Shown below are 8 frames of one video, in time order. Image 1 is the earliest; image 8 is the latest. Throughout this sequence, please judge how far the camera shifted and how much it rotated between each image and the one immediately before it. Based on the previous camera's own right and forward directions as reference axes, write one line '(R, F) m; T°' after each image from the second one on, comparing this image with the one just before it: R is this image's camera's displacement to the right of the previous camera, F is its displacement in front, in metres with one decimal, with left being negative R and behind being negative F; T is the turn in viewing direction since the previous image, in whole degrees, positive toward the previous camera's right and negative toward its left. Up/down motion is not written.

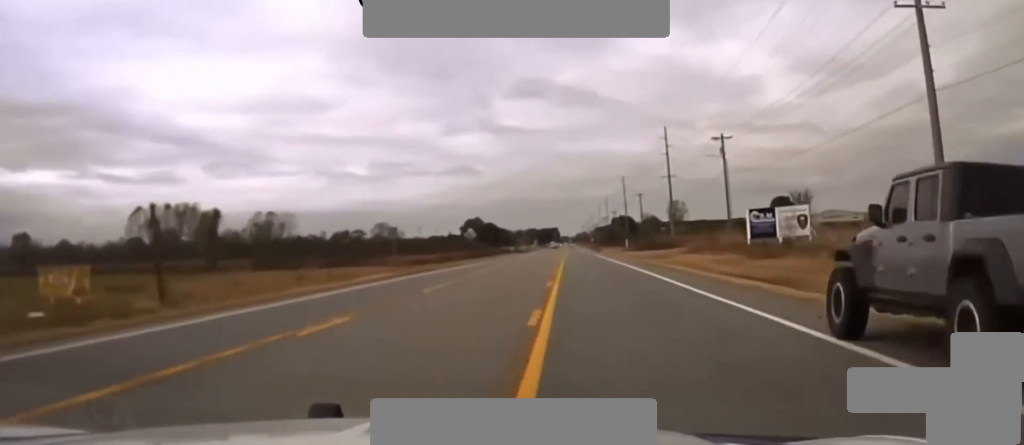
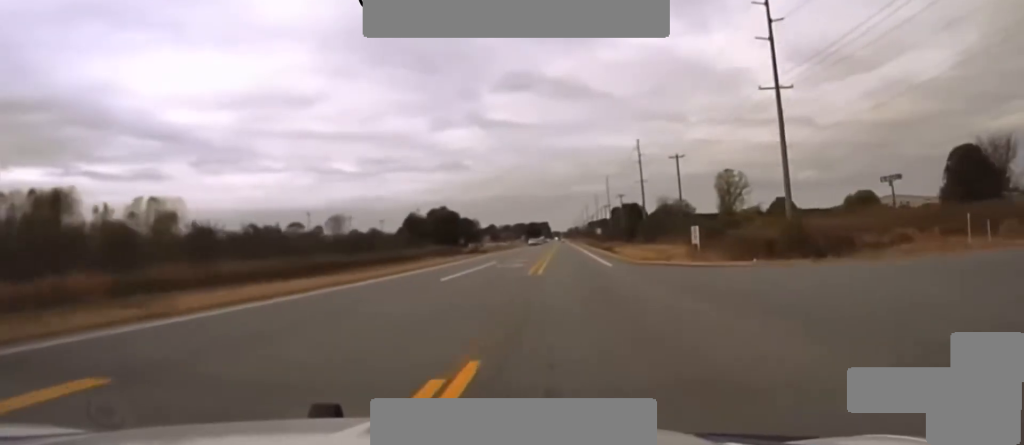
(+0.1, +85.9) m; +1°
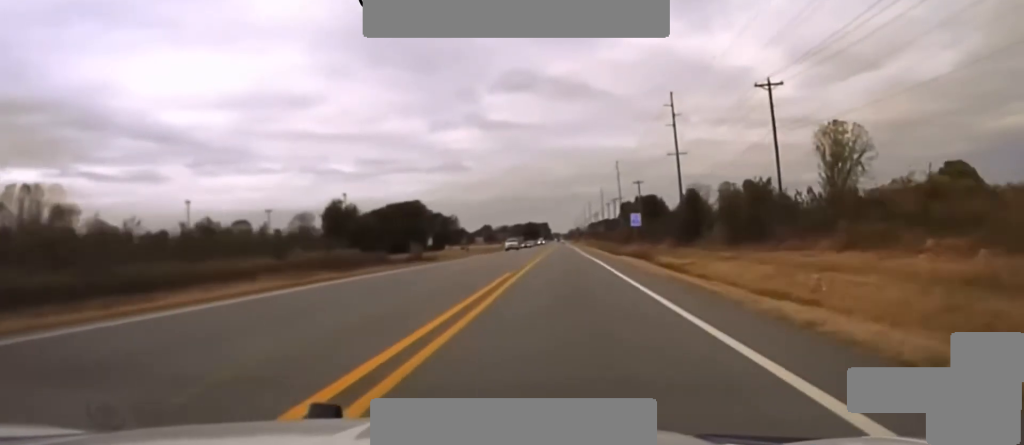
(+0.3, +65.2) m; 0°
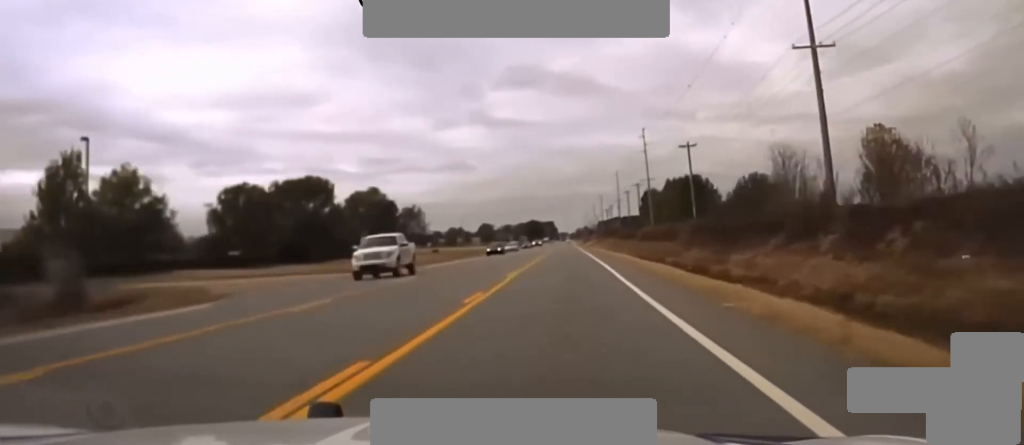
(-0.3, +72.9) m; 0°
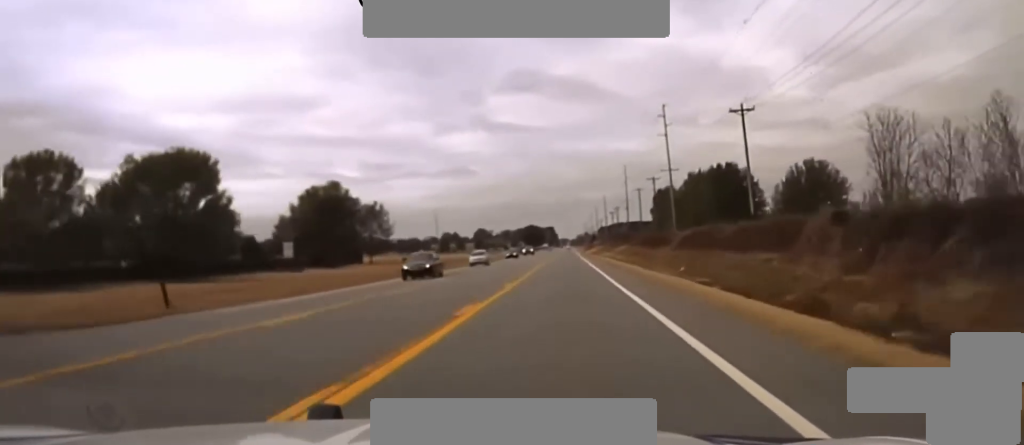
(-0.1, +40.4) m; 0°
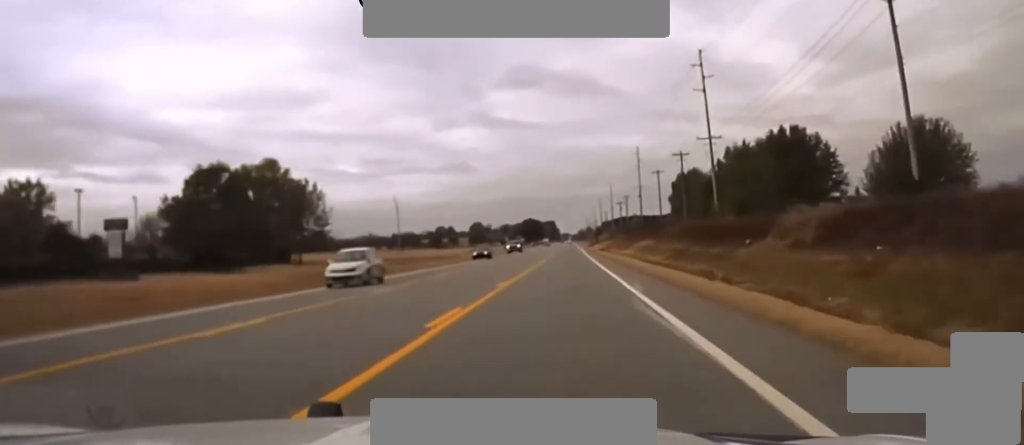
(0.0, +41.2) m; 0°
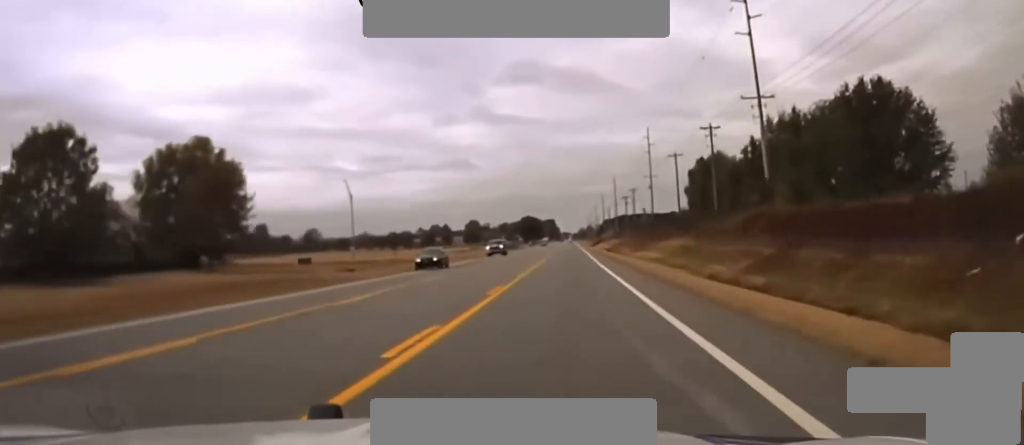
(0.0, +25.2) m; 0°
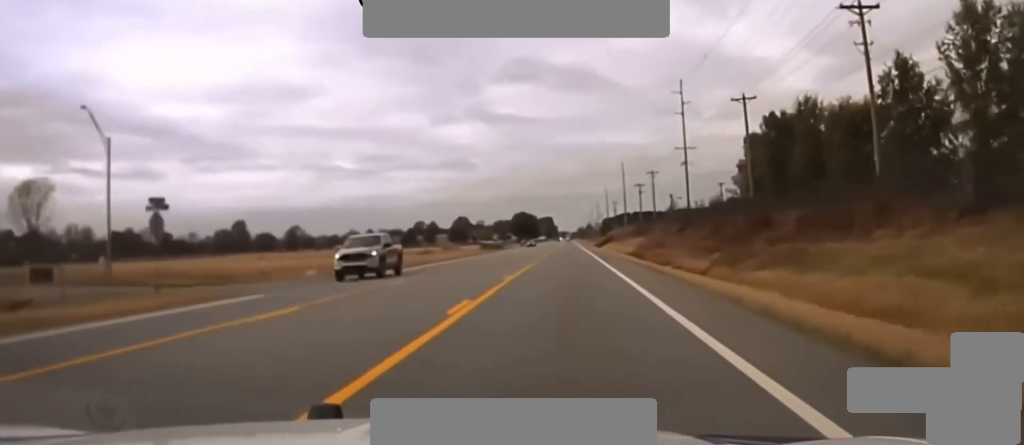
(-0.1, +50.7) m; 0°
